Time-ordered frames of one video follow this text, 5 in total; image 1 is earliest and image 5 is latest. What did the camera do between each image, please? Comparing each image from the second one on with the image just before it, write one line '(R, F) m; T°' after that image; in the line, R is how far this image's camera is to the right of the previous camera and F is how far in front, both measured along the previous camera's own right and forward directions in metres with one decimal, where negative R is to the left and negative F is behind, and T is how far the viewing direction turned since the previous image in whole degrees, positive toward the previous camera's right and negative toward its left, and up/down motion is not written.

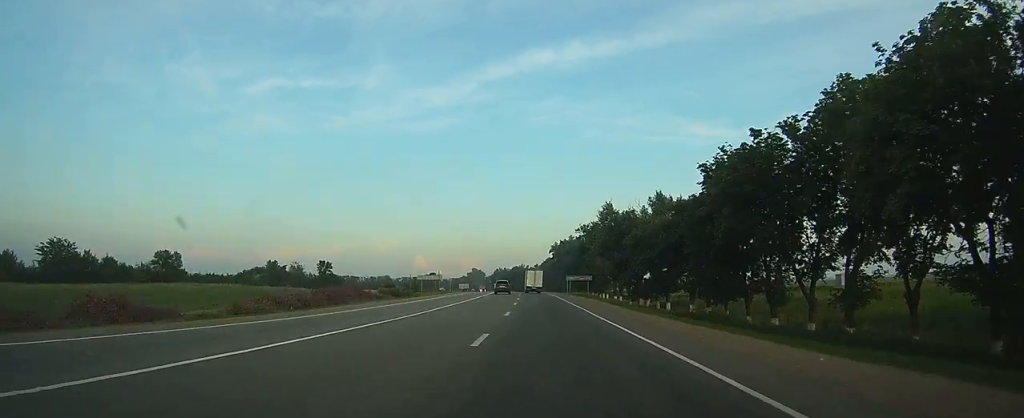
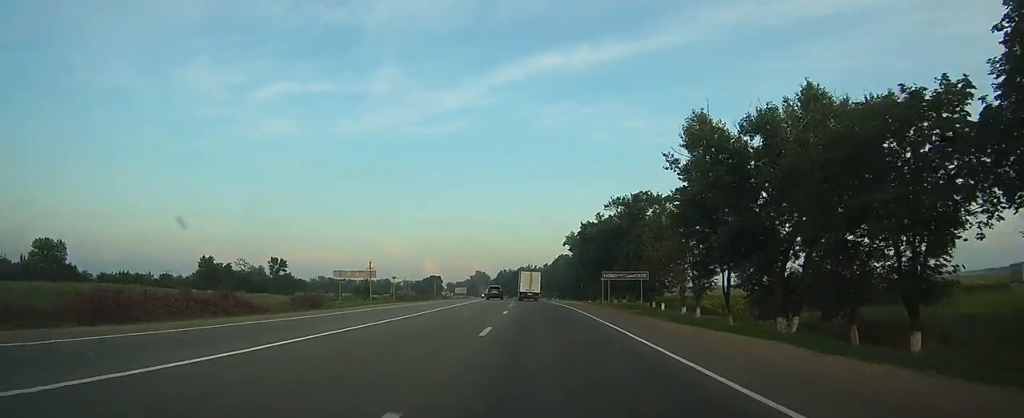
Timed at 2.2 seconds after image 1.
(-0.3, +45.3) m; -1°
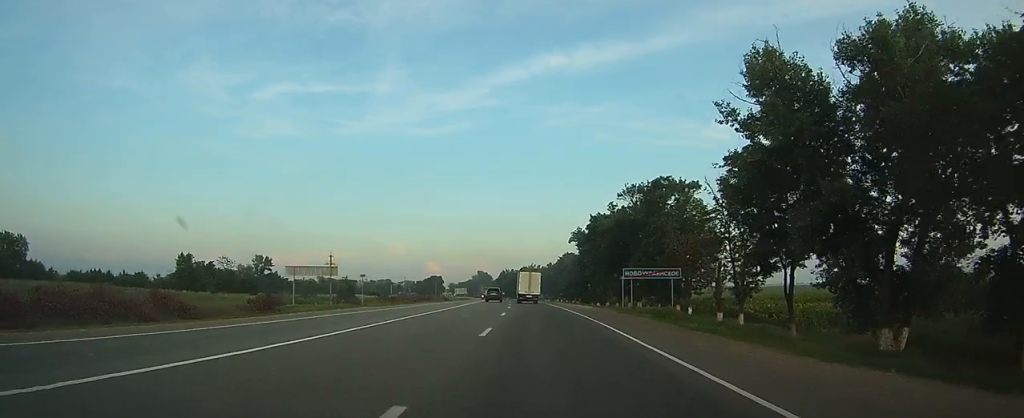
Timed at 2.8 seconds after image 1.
(0.0, +11.6) m; 0°
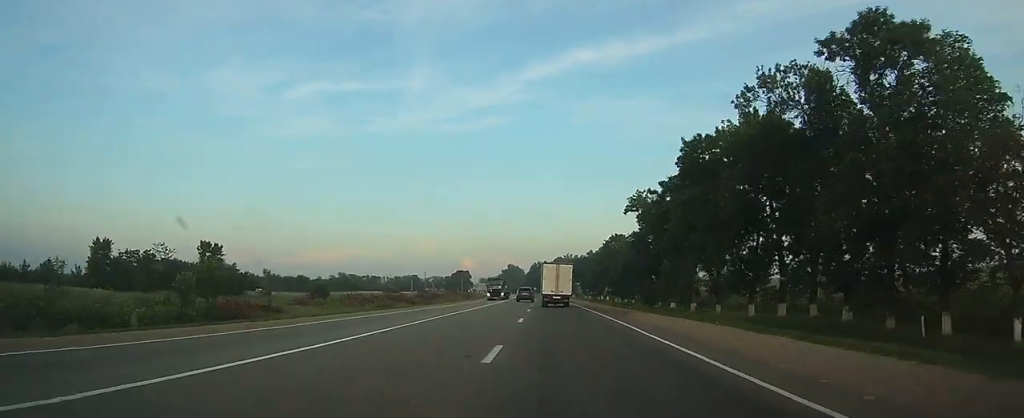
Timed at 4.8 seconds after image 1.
(-0.7, +41.7) m; -3°
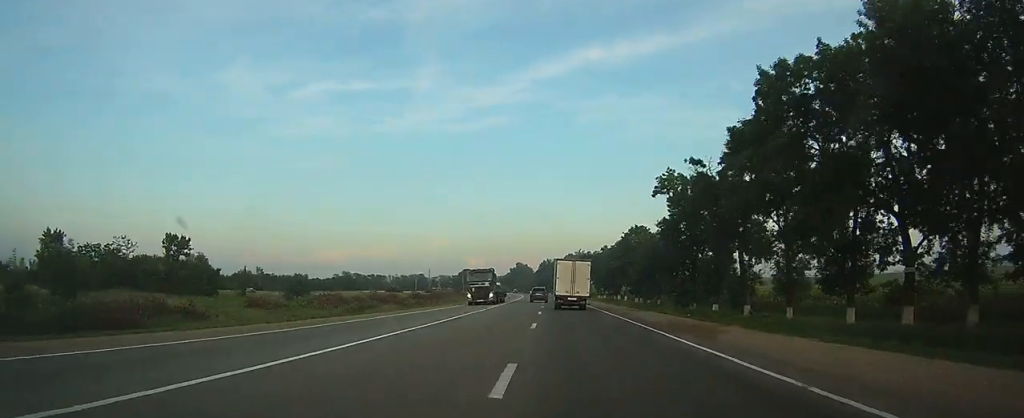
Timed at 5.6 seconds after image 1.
(-0.1, +15.1) m; -1°
